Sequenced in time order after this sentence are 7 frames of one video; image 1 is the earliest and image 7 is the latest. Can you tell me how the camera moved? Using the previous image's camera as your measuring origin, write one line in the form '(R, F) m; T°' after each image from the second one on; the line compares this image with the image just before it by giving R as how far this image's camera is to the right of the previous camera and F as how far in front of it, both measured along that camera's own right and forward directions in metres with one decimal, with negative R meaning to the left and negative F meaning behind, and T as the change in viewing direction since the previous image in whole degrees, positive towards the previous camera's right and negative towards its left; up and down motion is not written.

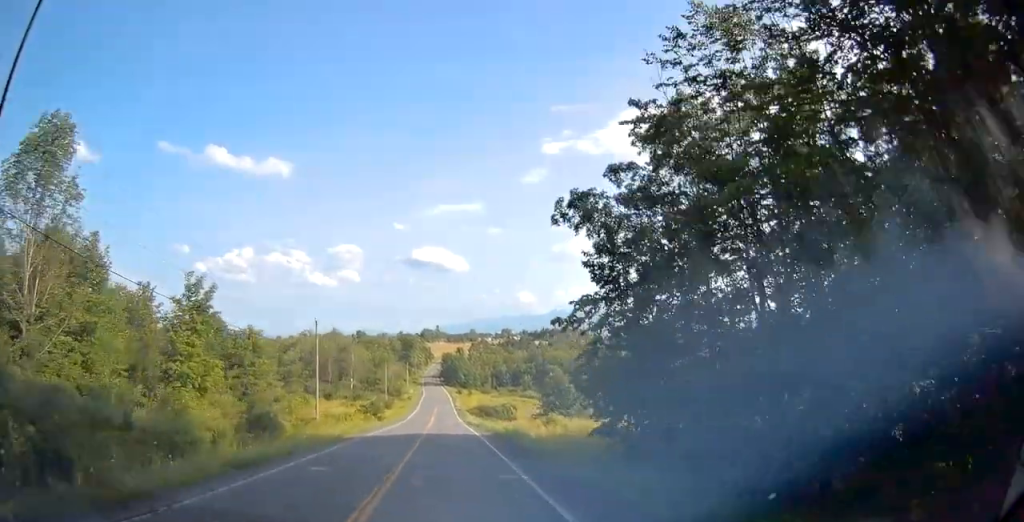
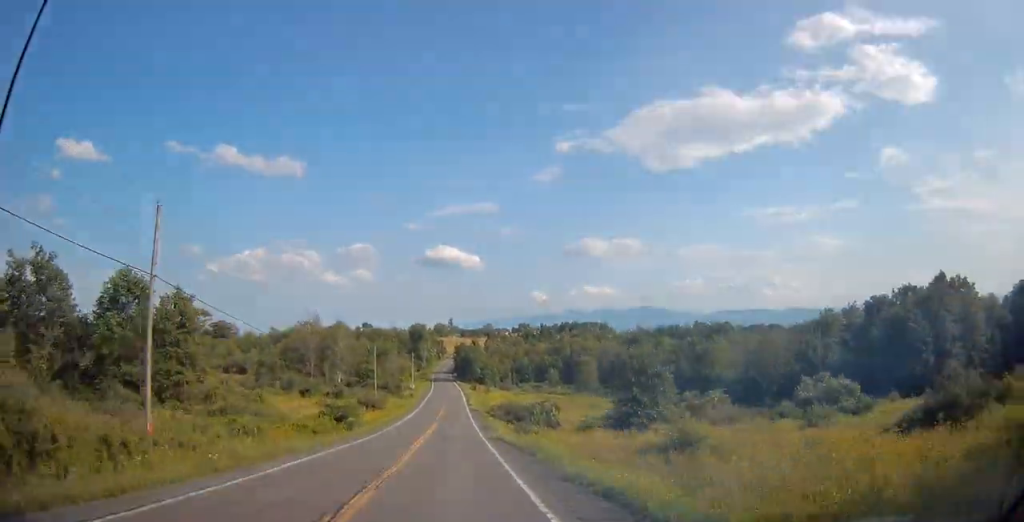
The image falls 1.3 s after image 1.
(-1.0, +27.2) m; -2°
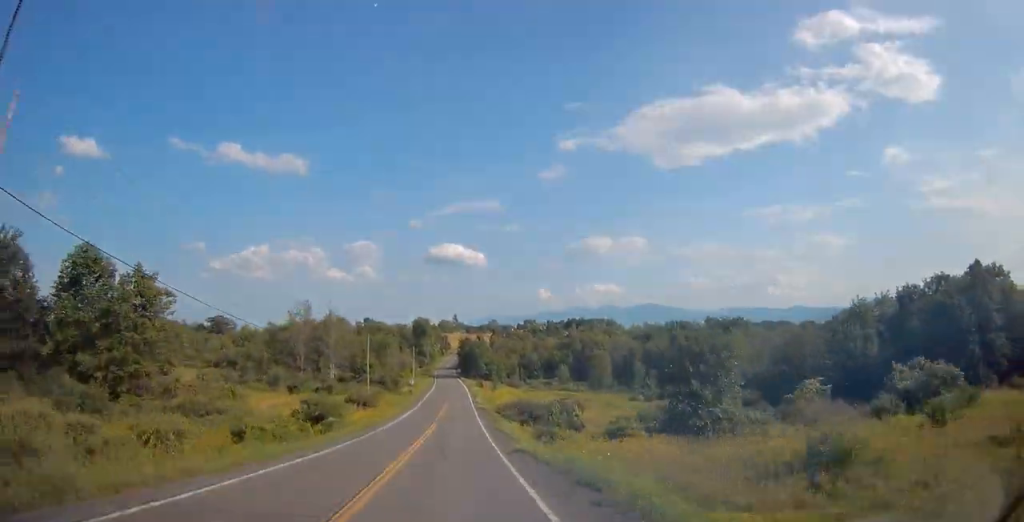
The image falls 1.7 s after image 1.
(+0.1, +9.4) m; 0°
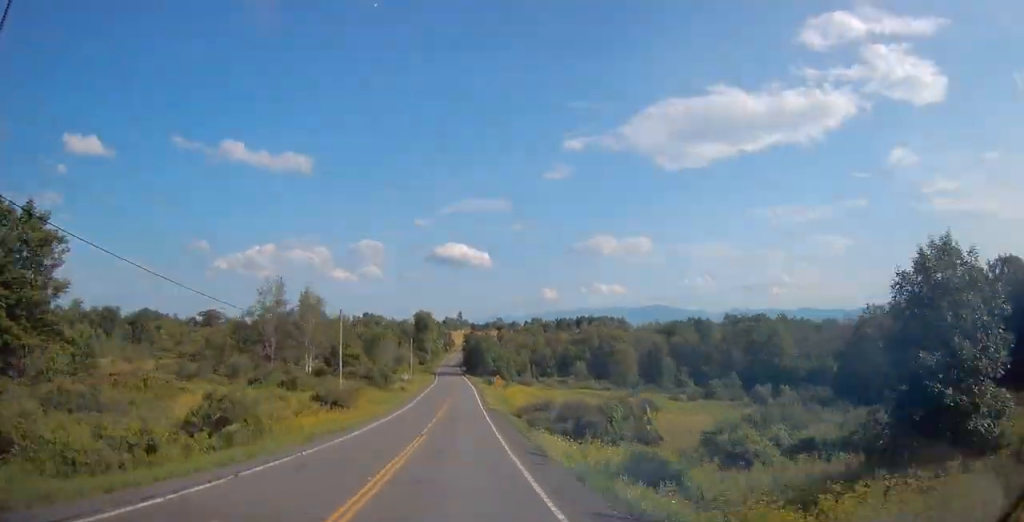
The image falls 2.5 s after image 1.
(-0.1, +17.9) m; -1°
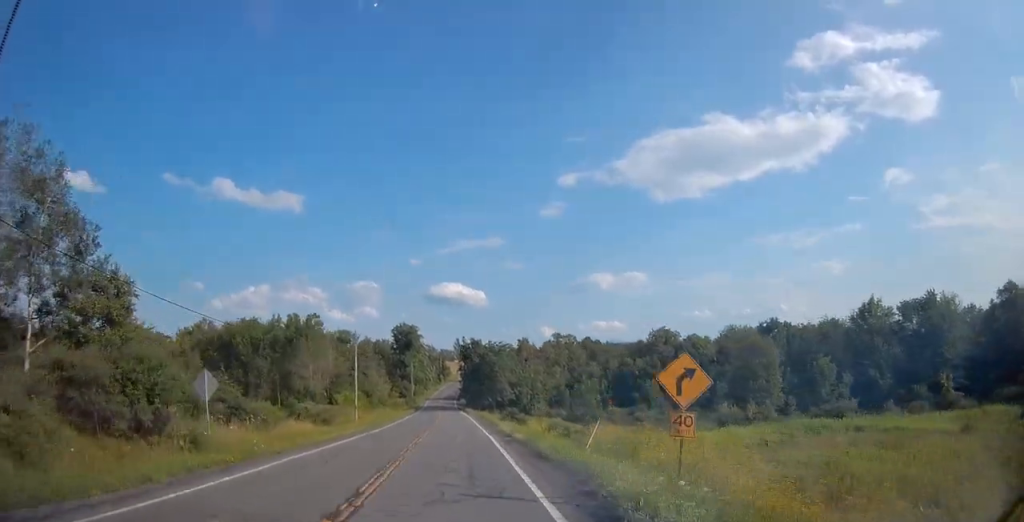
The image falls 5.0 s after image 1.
(+0.2, +59.0) m; 0°
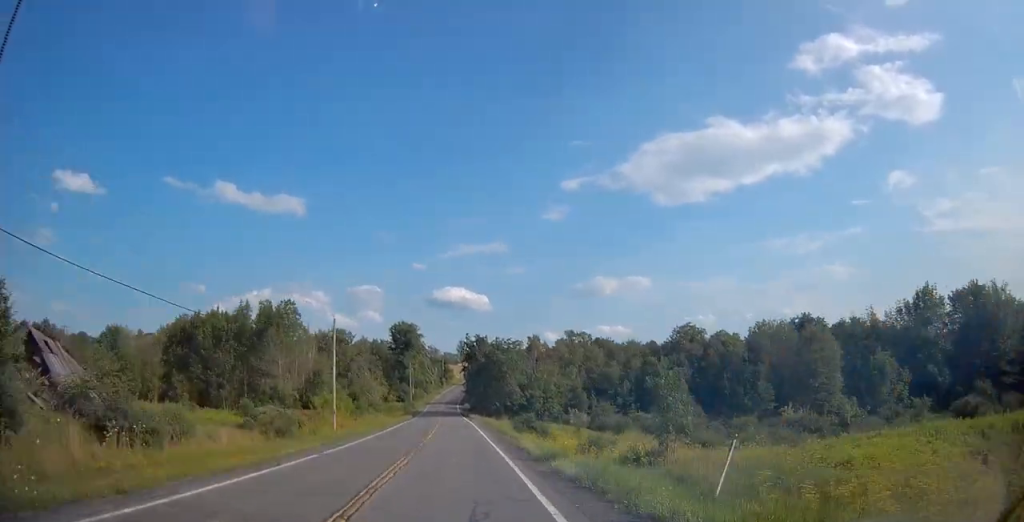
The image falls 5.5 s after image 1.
(-0.2, +11.6) m; -1°
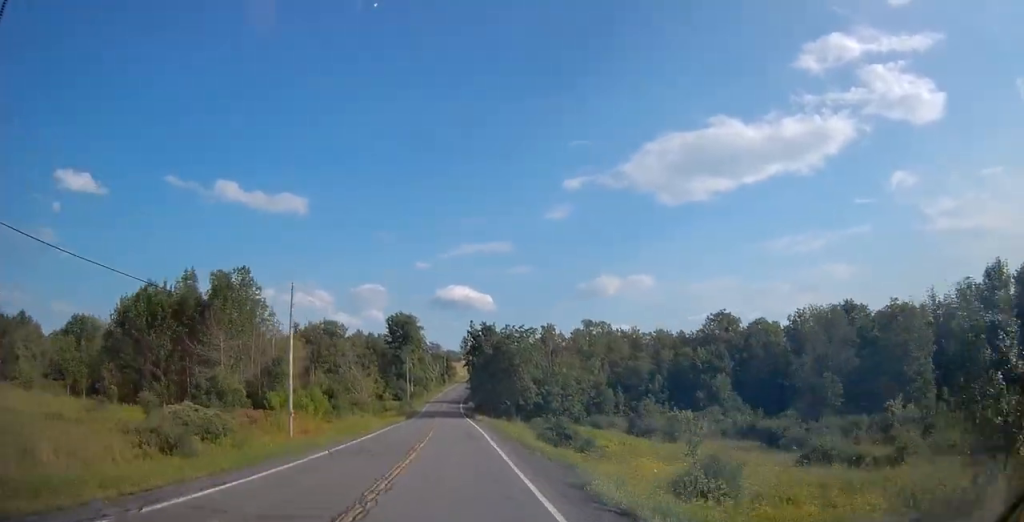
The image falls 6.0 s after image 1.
(-0.1, +13.4) m; -1°
